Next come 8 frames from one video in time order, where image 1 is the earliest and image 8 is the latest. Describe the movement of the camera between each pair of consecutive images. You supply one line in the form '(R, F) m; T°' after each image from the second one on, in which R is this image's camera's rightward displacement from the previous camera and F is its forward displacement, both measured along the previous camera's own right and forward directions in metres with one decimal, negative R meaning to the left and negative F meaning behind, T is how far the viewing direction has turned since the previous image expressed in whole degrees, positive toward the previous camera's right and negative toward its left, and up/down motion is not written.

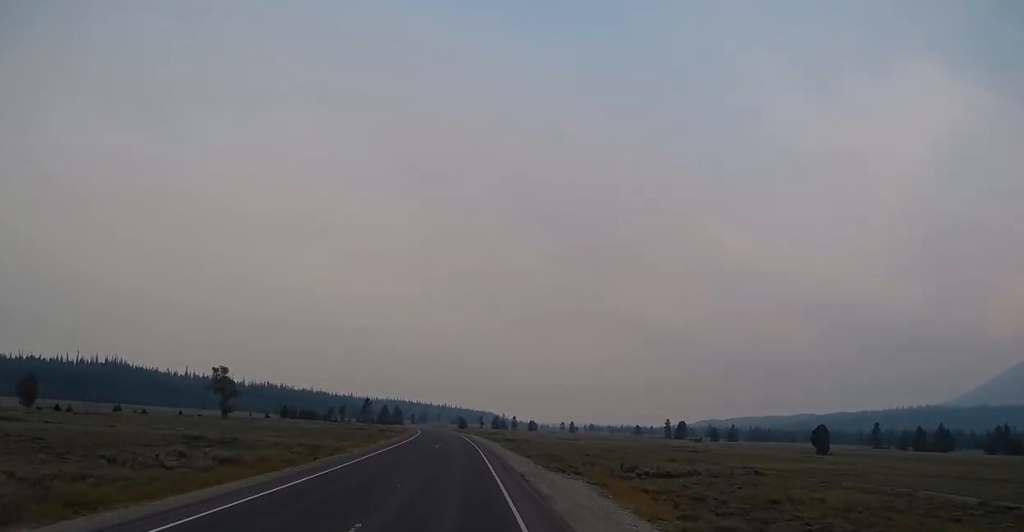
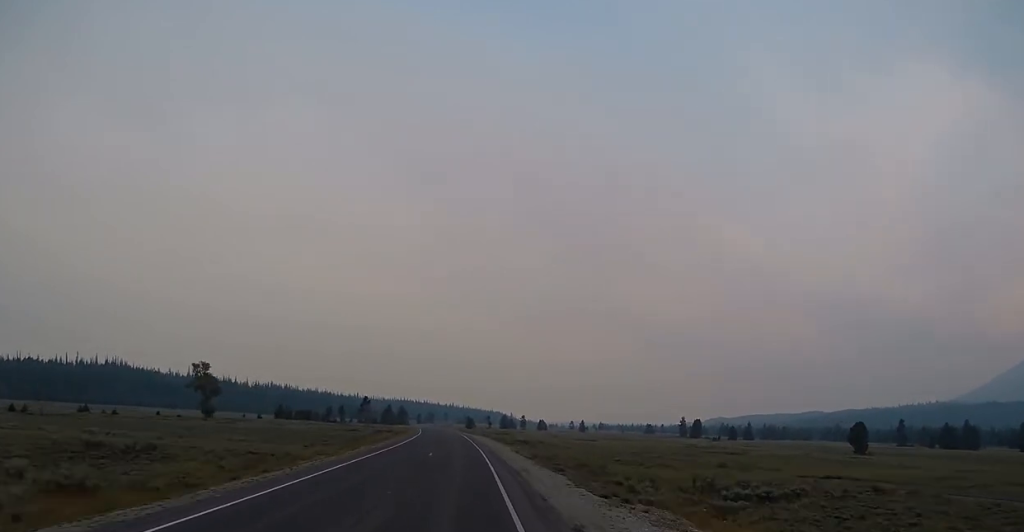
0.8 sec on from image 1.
(-0.1, +16.9) m; -2°
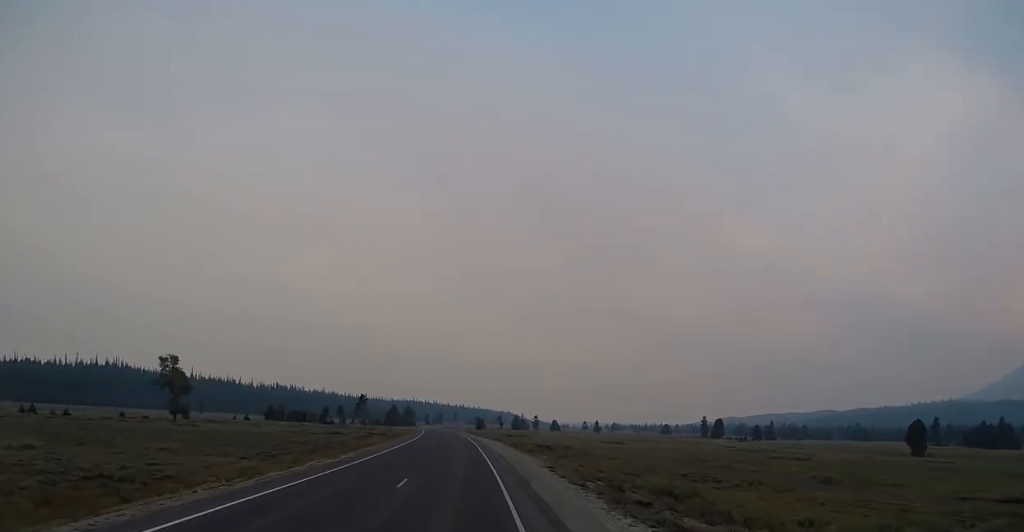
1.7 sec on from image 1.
(-0.4, +20.5) m; 0°
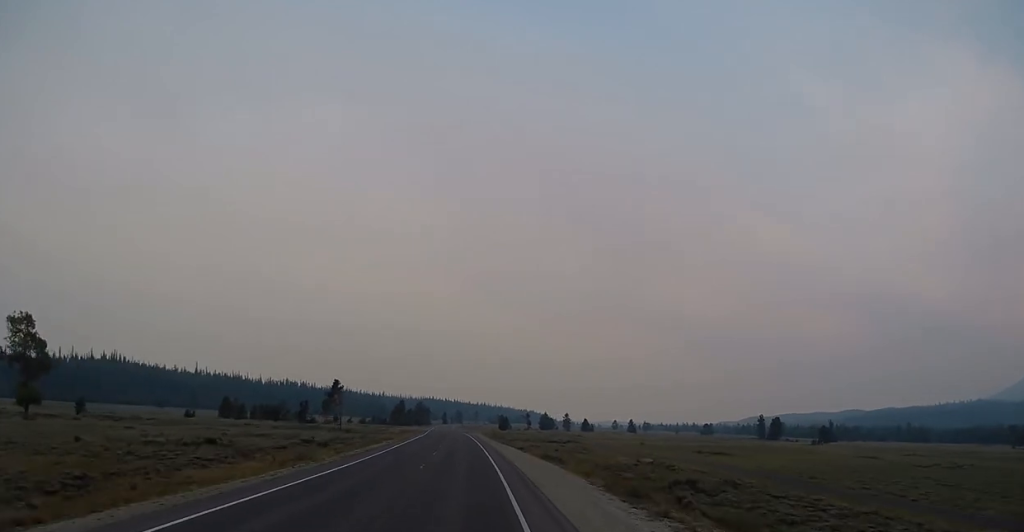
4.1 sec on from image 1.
(-0.4, +51.0) m; -2°
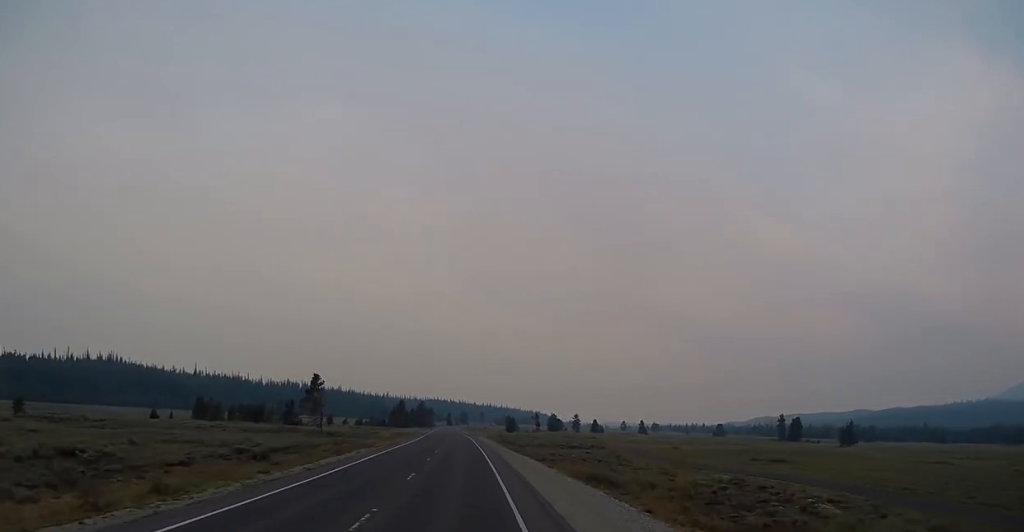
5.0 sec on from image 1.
(-0.2, +18.2) m; -1°
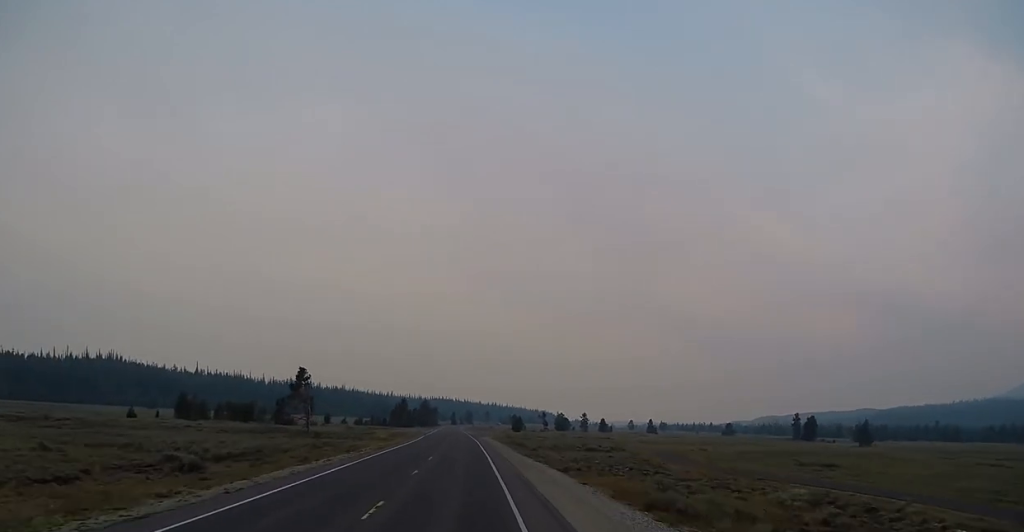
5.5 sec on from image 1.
(+0.1, +11.3) m; 0°
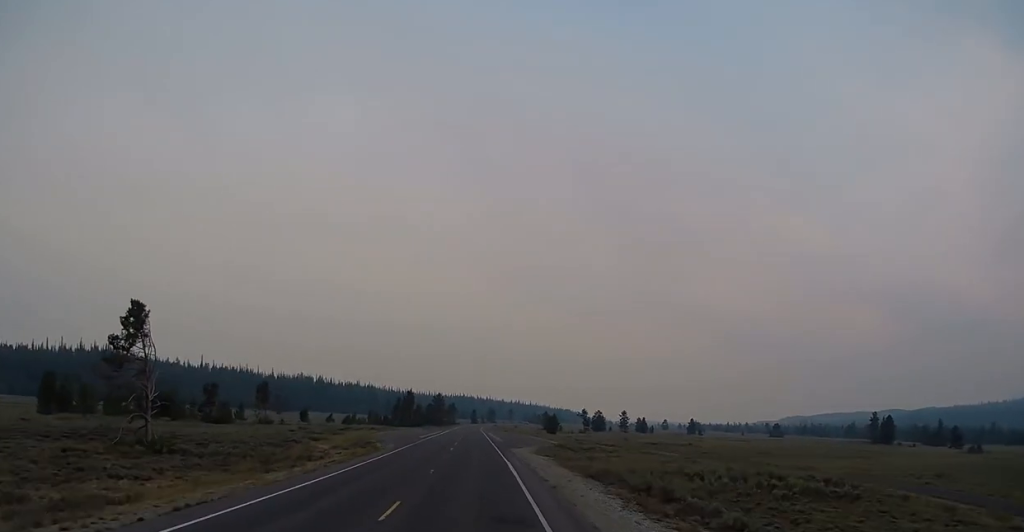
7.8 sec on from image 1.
(-0.6, +48.8) m; -1°
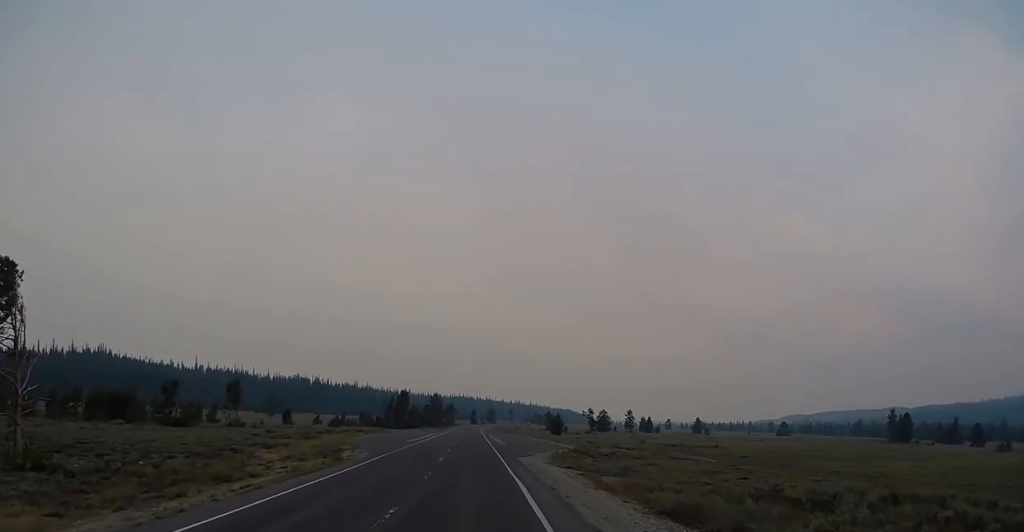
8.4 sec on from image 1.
(+0.2, +12.6) m; 0°
